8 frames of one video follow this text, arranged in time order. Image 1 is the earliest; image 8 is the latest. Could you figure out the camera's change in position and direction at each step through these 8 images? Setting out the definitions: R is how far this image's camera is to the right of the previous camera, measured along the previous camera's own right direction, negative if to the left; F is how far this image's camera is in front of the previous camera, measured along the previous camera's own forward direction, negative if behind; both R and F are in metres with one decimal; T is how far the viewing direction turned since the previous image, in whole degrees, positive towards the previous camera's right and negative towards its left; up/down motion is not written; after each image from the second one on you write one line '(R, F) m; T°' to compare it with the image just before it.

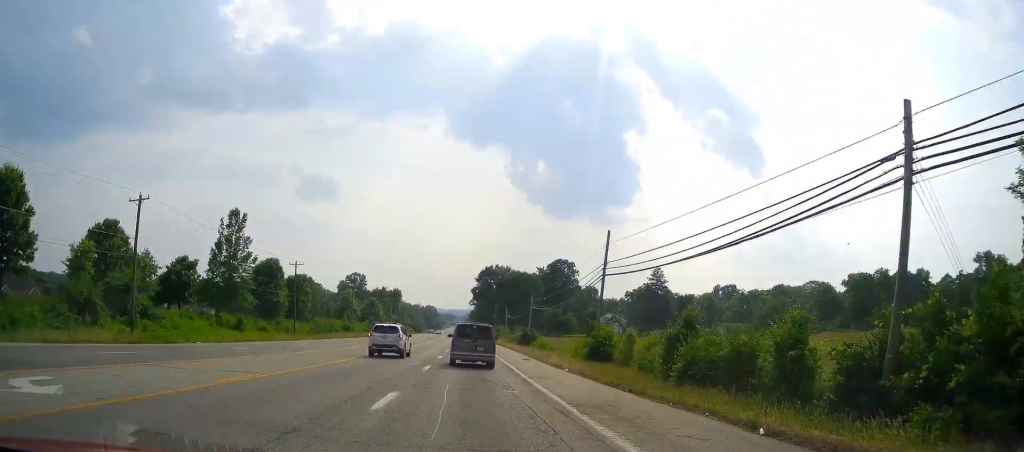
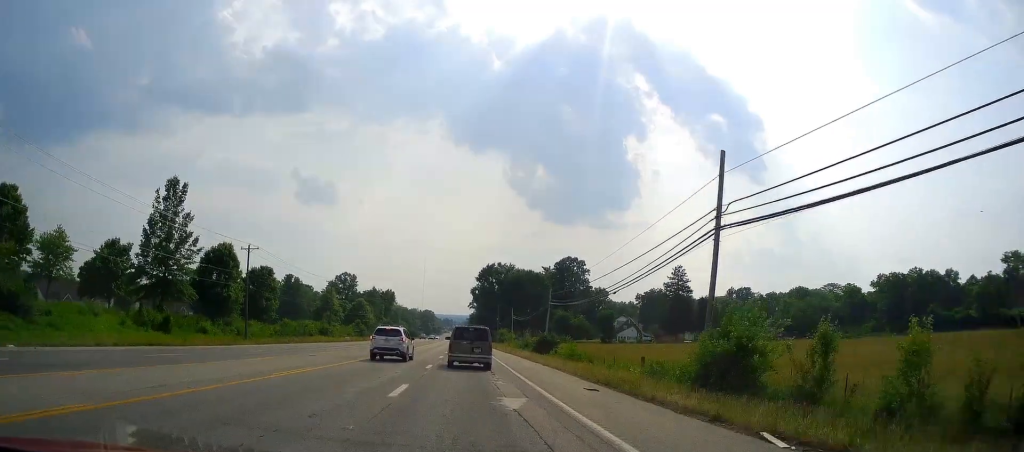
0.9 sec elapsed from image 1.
(+0.5, +19.9) m; +1°
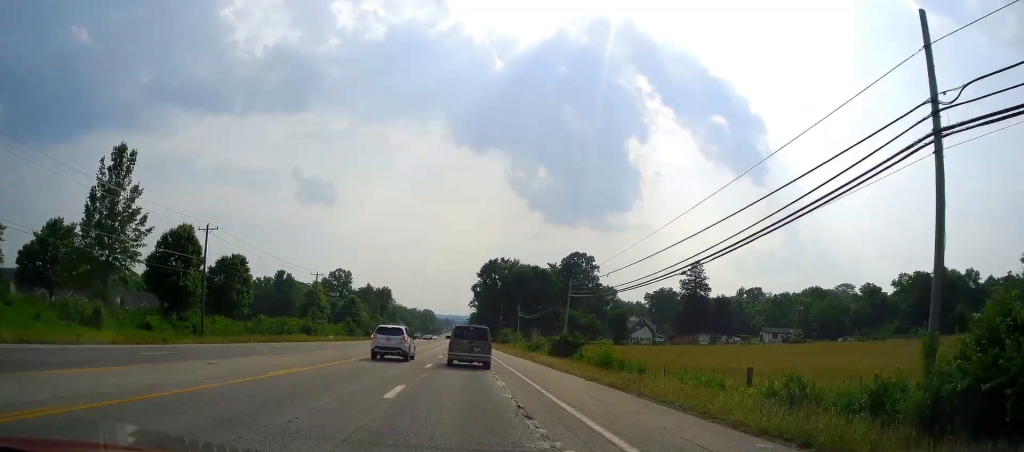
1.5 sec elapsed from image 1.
(-0.1, +12.7) m; -1°
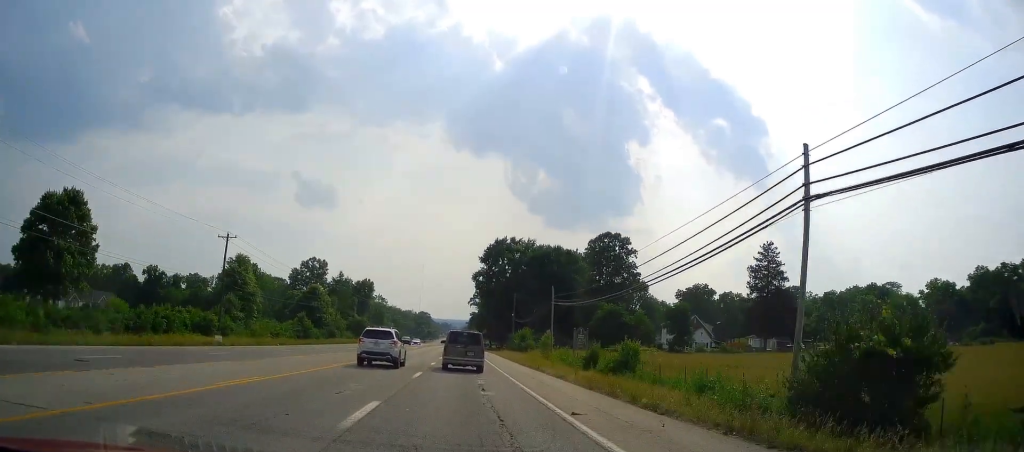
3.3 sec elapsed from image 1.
(-0.2, +40.2) m; 0°
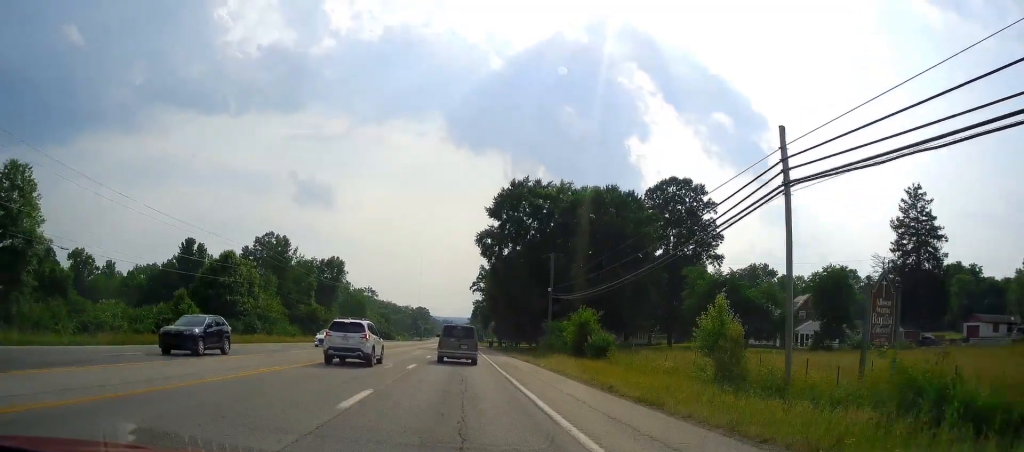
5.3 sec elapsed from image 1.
(+0.1, +45.3) m; +1°
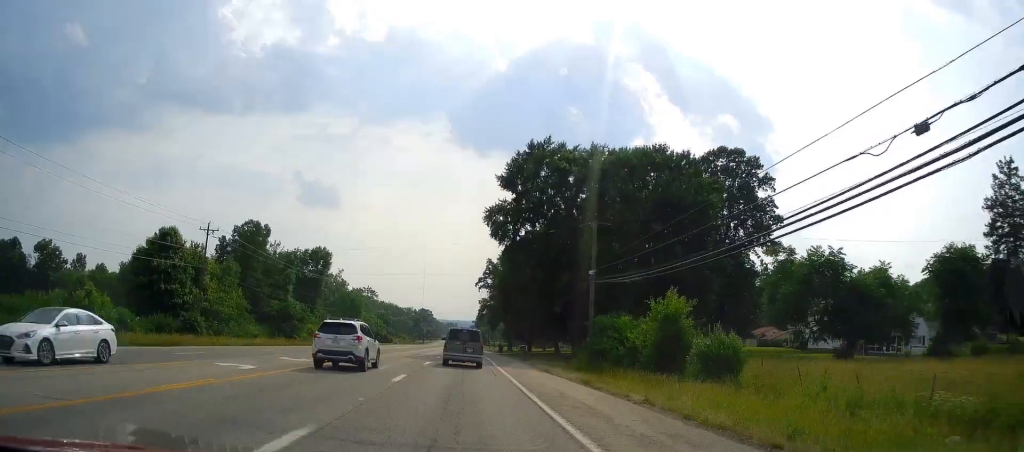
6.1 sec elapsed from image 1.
(+0.2, +17.9) m; 0°
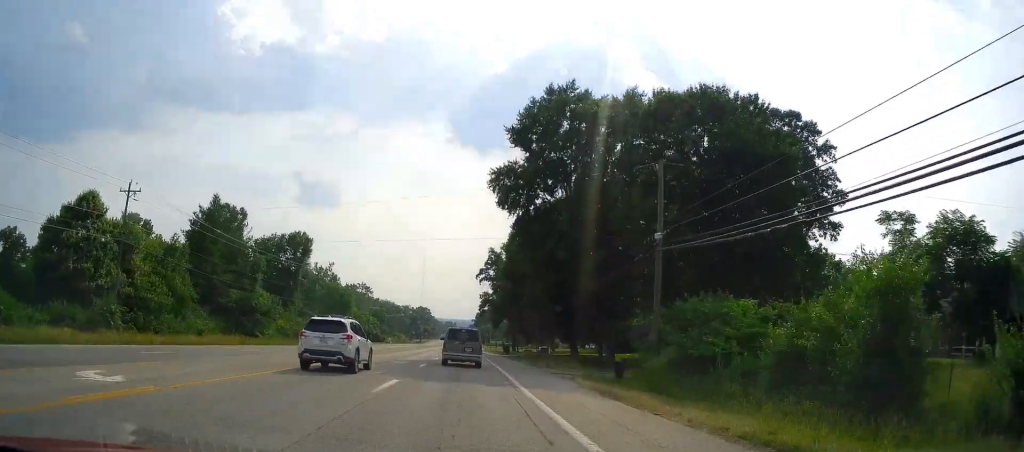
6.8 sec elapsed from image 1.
(+0.1, +15.0) m; -1°
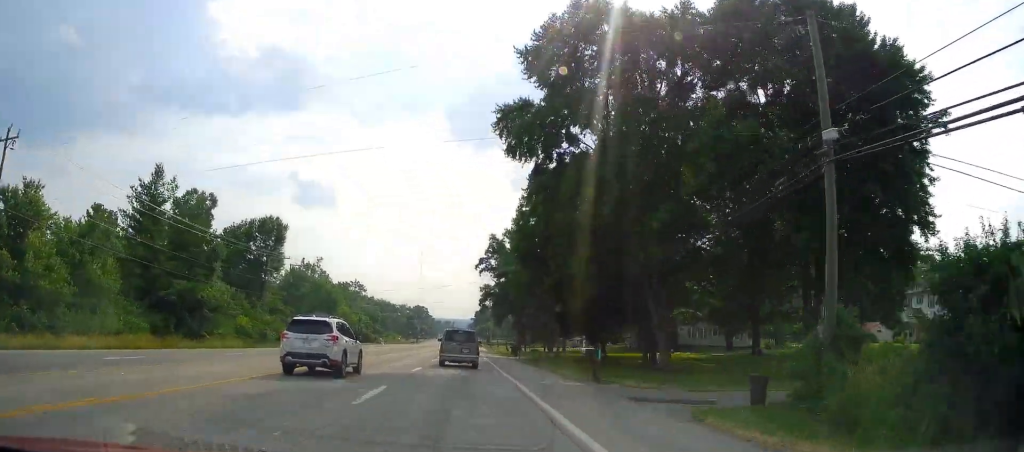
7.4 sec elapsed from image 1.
(-0.5, +14.4) m; -1°
